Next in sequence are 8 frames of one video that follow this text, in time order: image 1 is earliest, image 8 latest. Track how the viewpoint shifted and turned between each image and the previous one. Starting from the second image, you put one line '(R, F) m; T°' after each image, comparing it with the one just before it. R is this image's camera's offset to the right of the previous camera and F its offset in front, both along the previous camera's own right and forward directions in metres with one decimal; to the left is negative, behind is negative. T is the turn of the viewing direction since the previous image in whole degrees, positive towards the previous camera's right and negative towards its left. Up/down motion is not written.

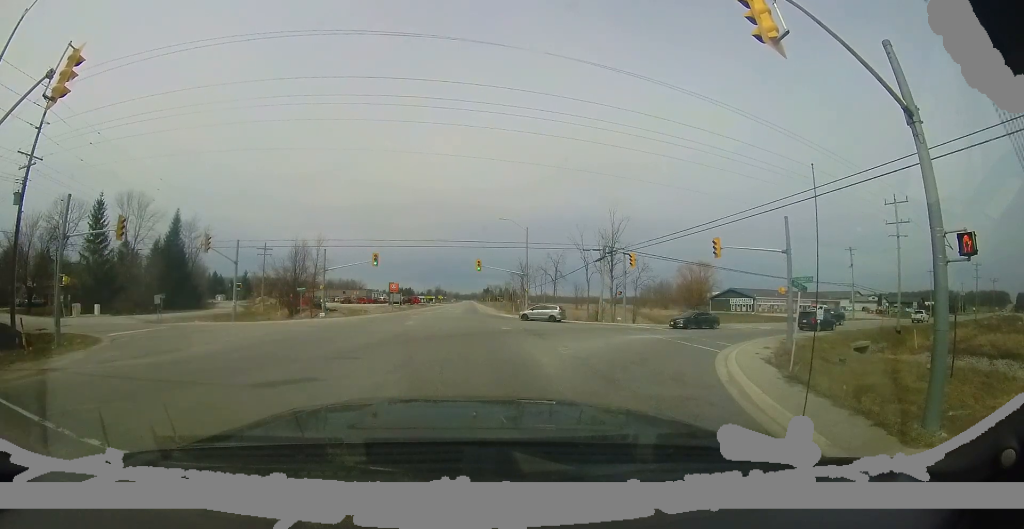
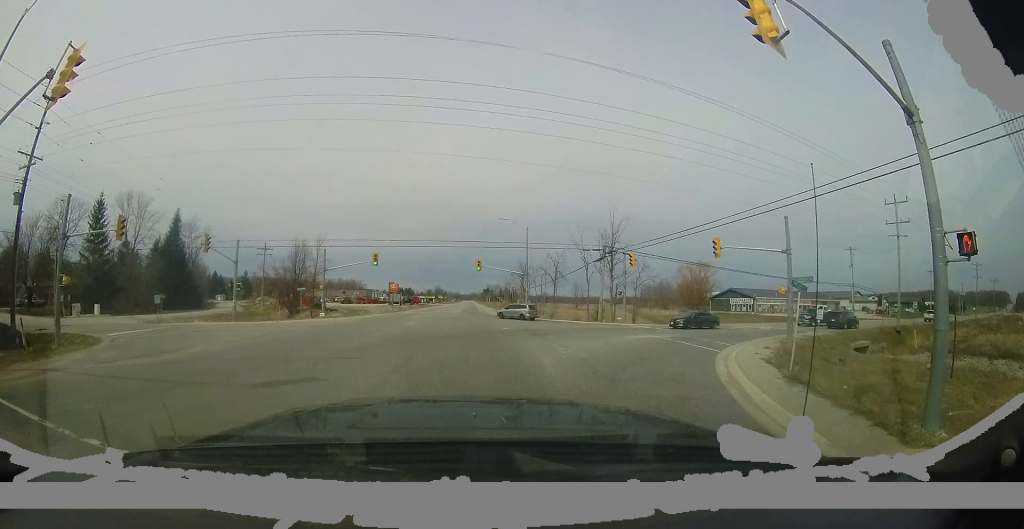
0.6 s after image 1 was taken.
(0.0, 0.0) m; 0°
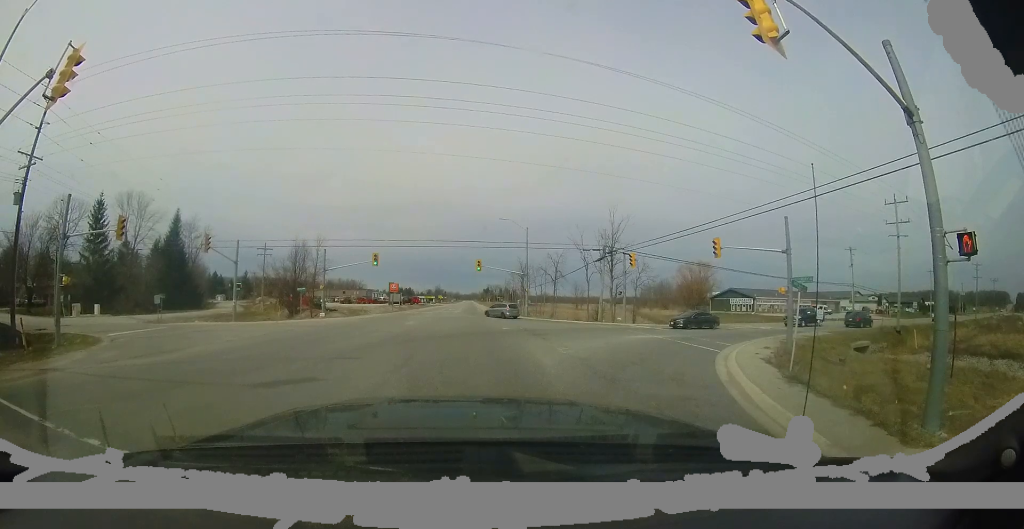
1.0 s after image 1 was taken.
(0.0, 0.0) m; 0°
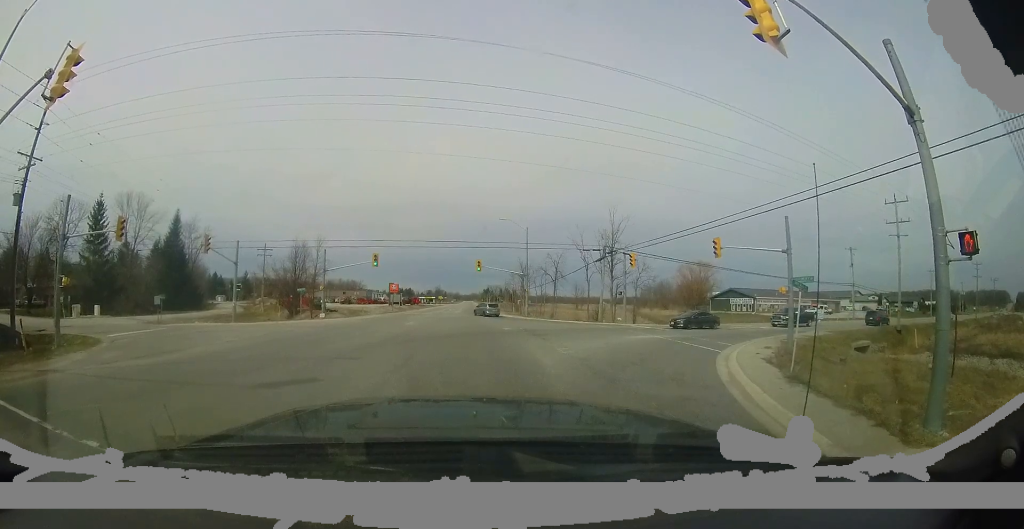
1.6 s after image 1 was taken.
(0.0, 0.0) m; 0°
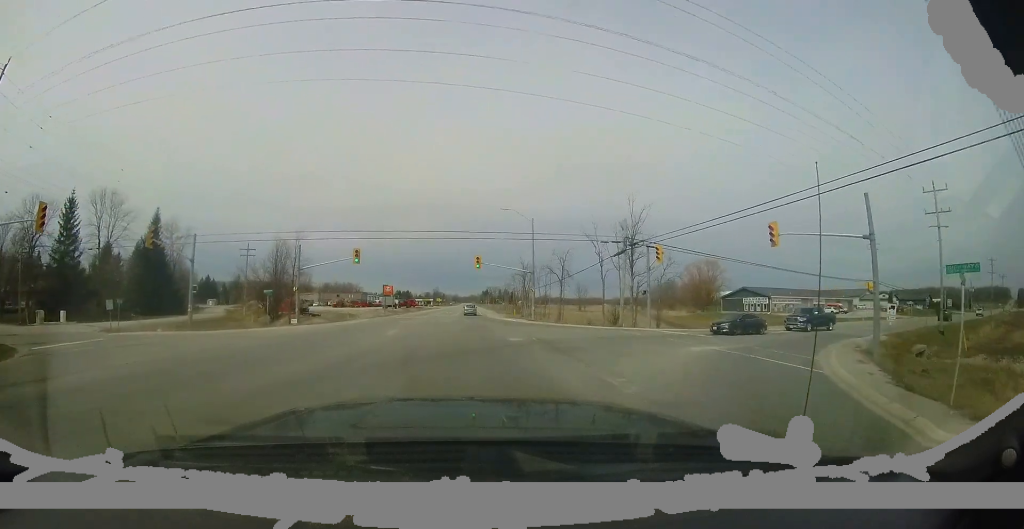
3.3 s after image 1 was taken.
(0.0, +0.8) m; 0°
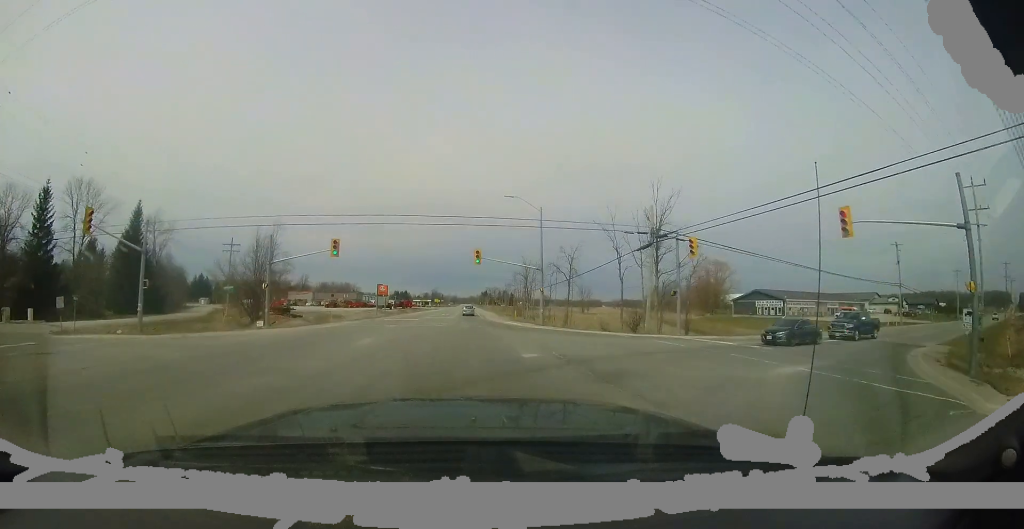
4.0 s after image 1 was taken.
(0.0, +1.6) m; 0°
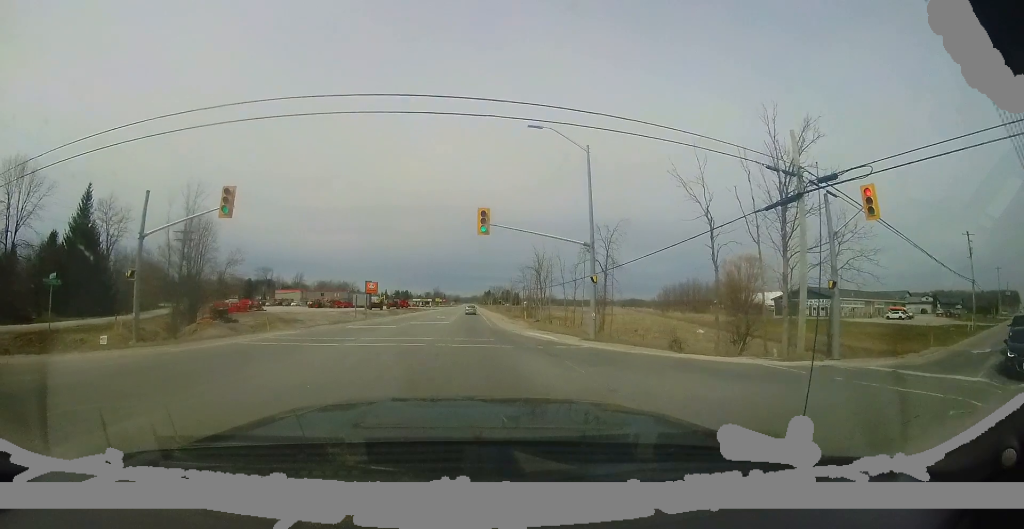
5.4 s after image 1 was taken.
(-0.1, +9.0) m; -1°
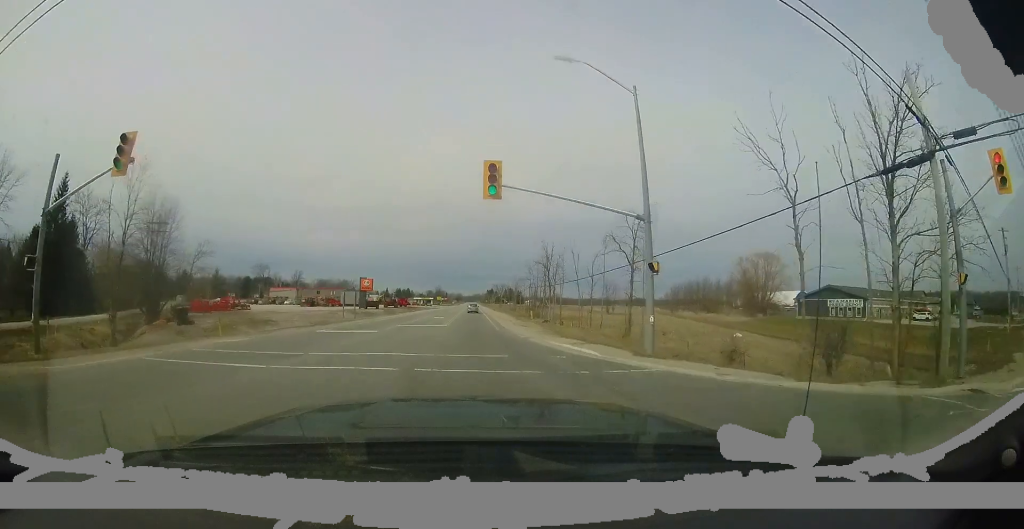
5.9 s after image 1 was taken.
(-0.1, +4.4) m; 0°
